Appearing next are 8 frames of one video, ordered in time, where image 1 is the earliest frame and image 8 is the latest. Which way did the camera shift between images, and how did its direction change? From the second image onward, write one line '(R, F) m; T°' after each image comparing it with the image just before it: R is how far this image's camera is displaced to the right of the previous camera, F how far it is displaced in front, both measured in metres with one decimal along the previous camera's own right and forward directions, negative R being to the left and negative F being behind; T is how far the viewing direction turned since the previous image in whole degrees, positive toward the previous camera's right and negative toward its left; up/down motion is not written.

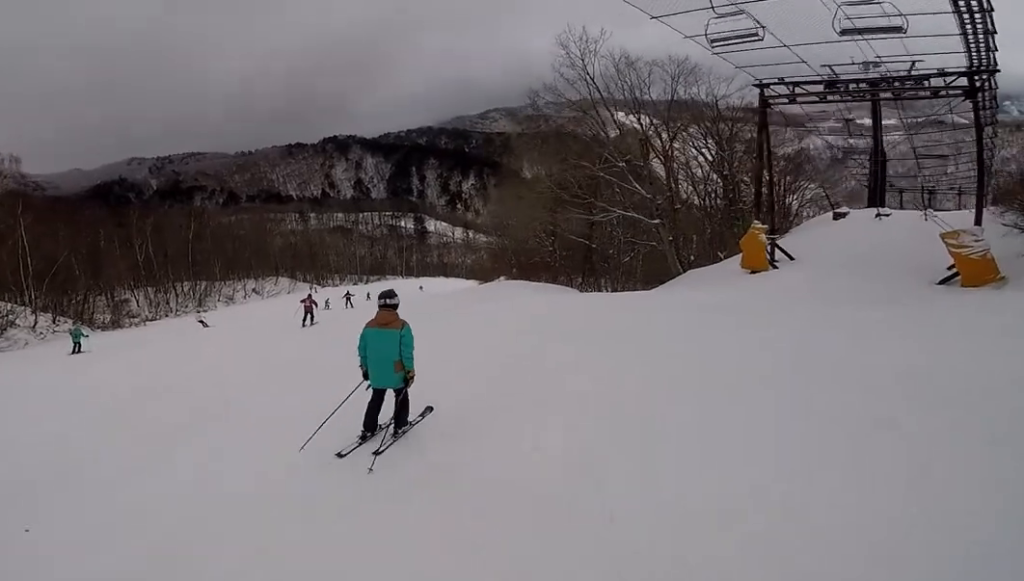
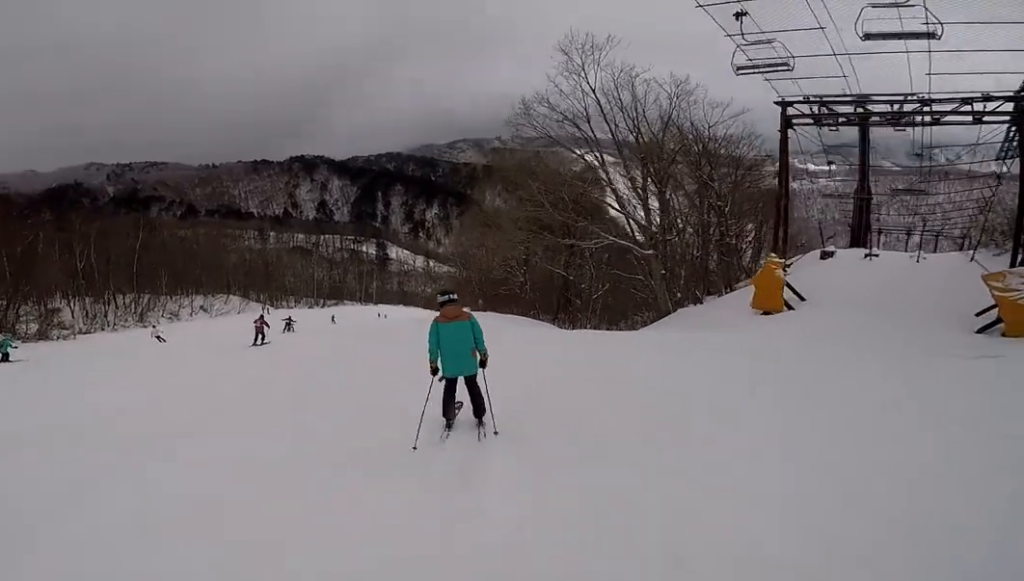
(-0.1, +3.0) m; -5°
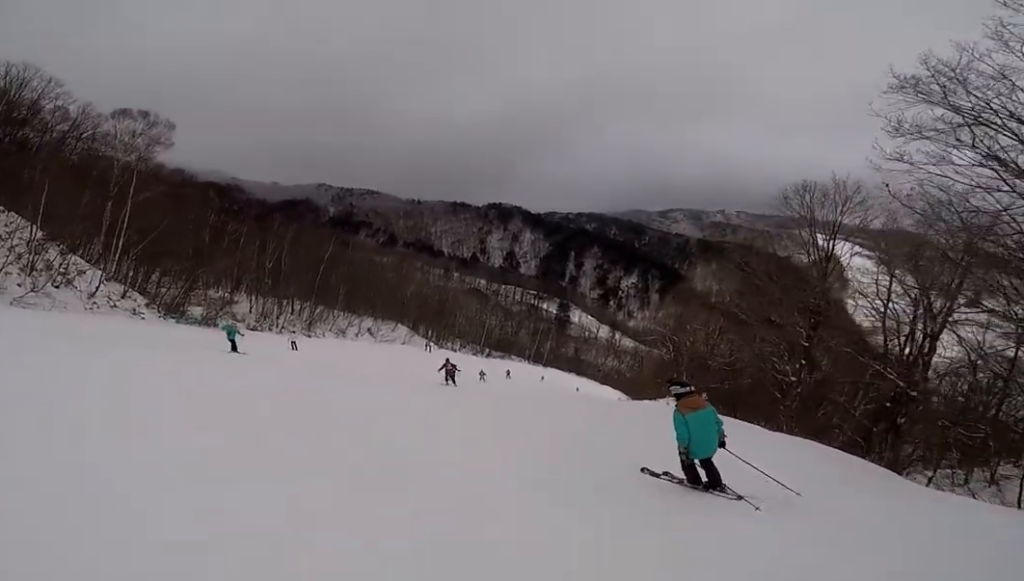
(-1.5, +8.2) m; -9°
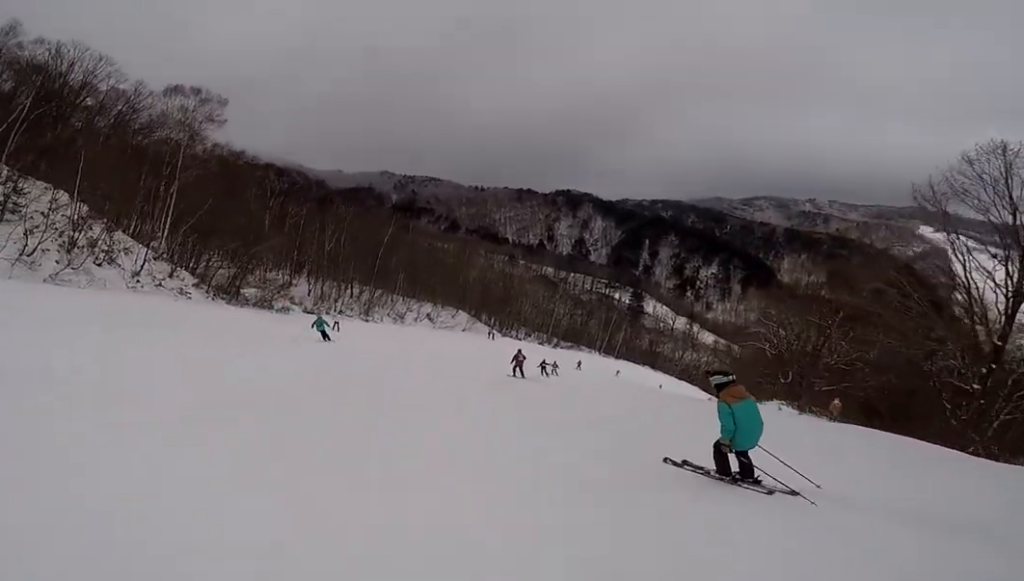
(-0.7, +3.6) m; +5°
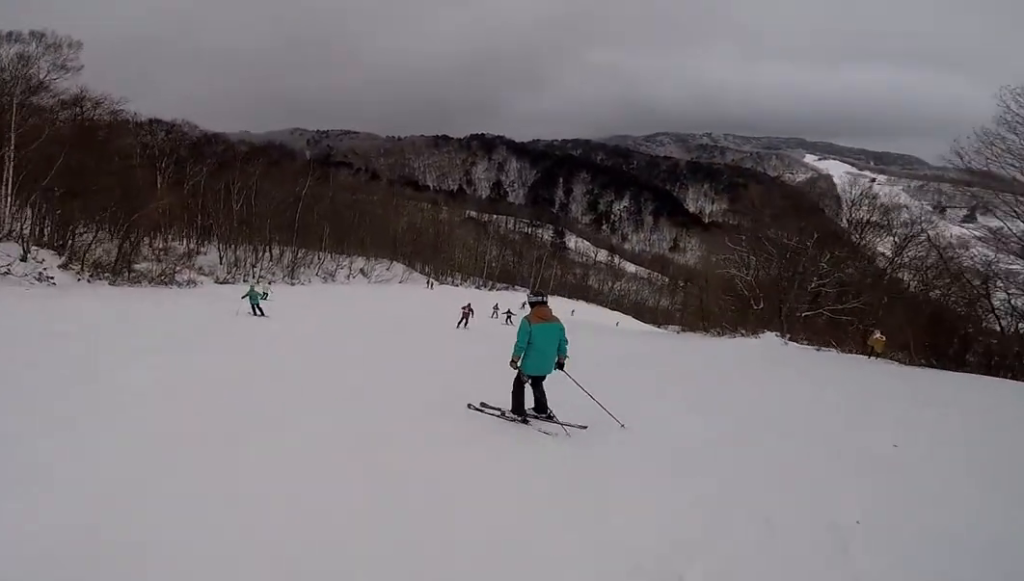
(+1.8, +6.5) m; +15°
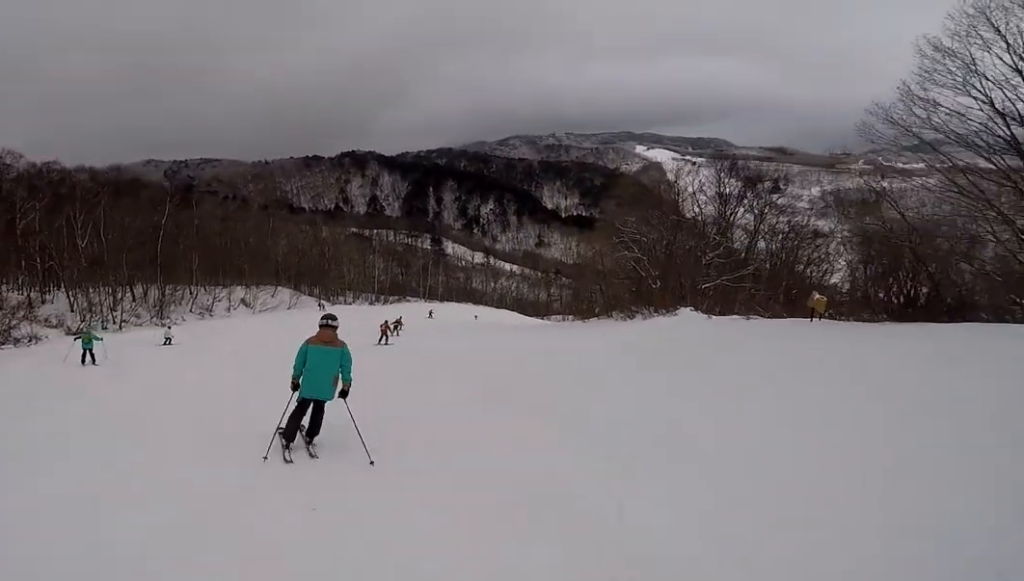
(0.0, +4.5) m; -4°
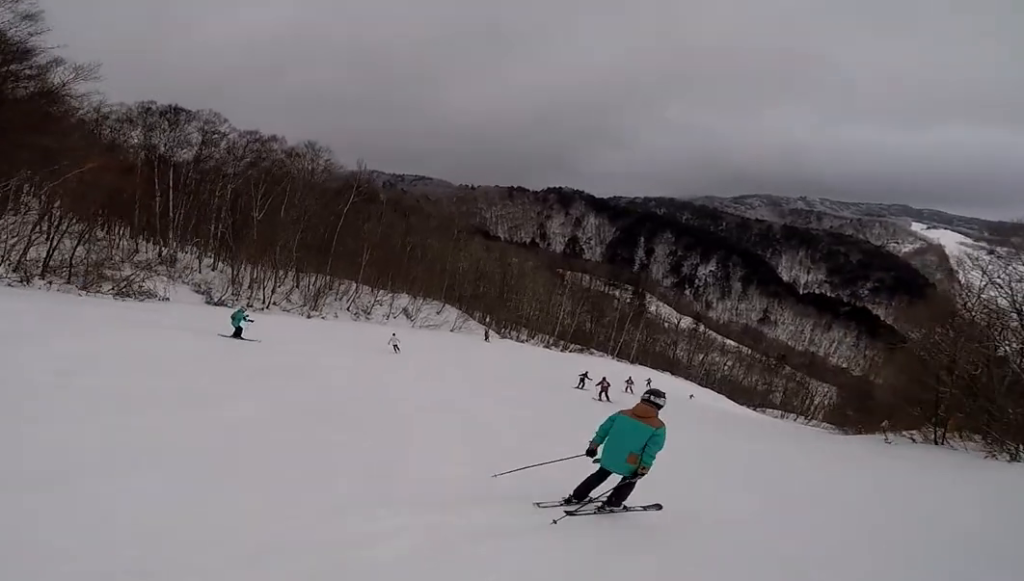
(-1.3, +11.4) m; -7°
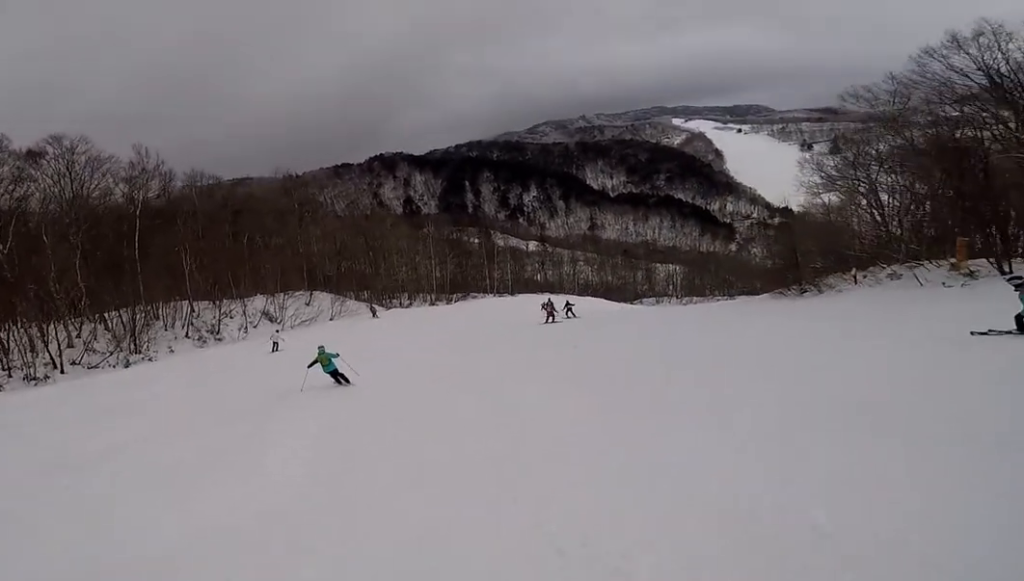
(+3.9, +12.5) m; +25°
